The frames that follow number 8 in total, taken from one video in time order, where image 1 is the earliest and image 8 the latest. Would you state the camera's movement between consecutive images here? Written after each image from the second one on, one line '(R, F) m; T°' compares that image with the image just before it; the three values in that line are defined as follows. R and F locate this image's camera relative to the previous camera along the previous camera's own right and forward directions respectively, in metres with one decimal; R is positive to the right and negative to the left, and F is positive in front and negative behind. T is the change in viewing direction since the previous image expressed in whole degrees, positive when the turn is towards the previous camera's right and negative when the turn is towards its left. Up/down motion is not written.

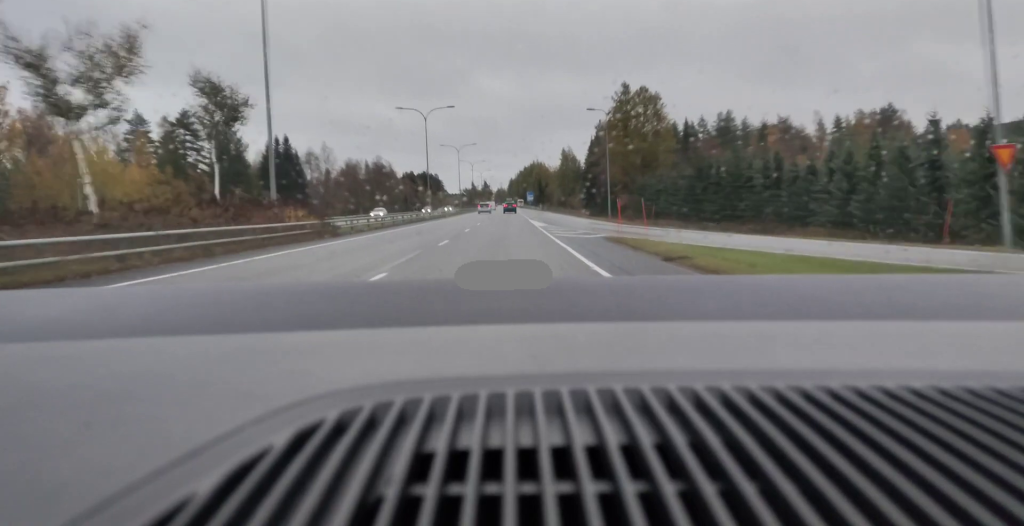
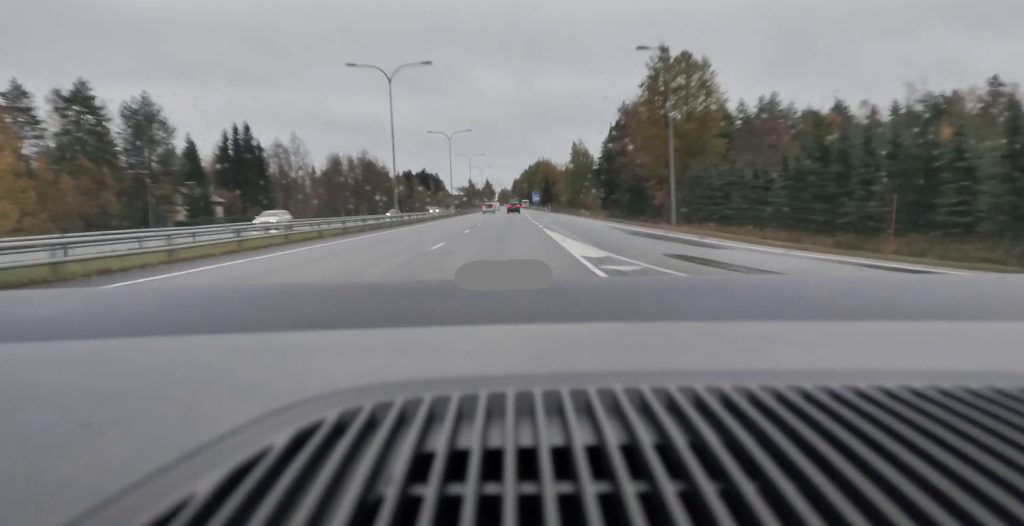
(-0.4, +25.4) m; 0°
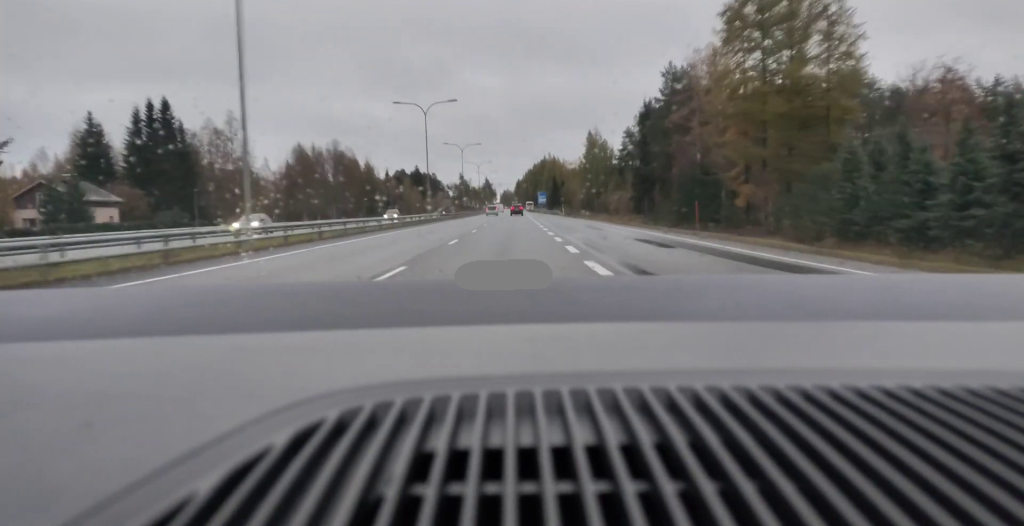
(+0.4, +32.6) m; 0°
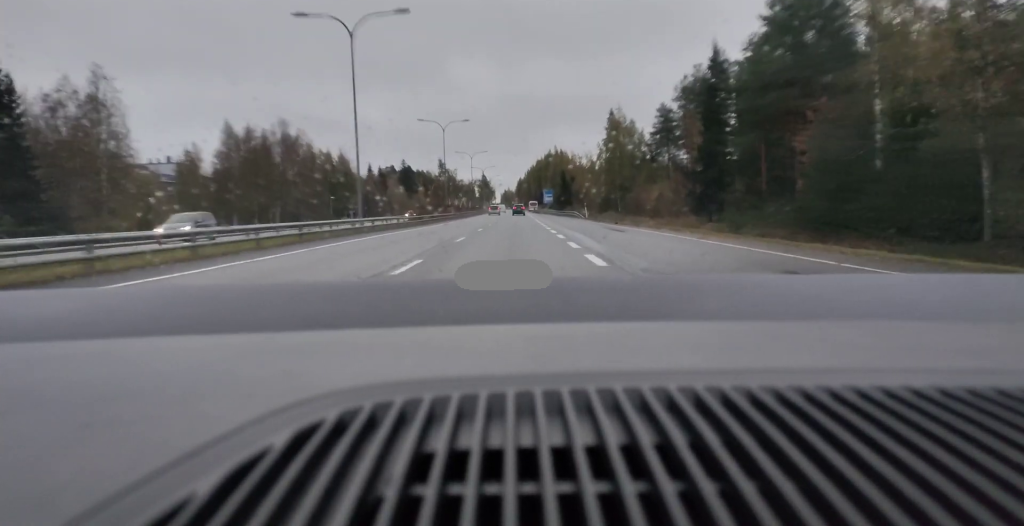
(-0.4, +34.8) m; 0°
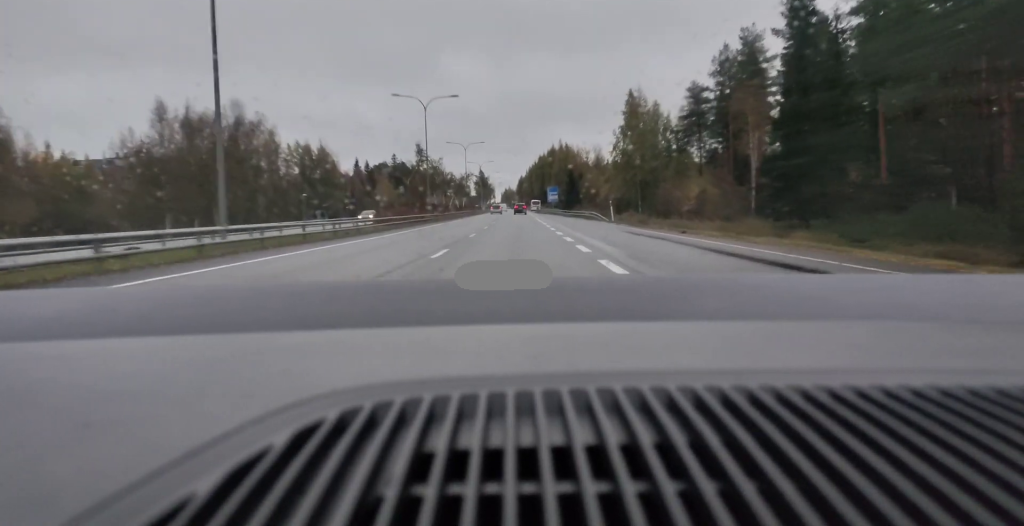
(+0.2, +19.8) m; +1°
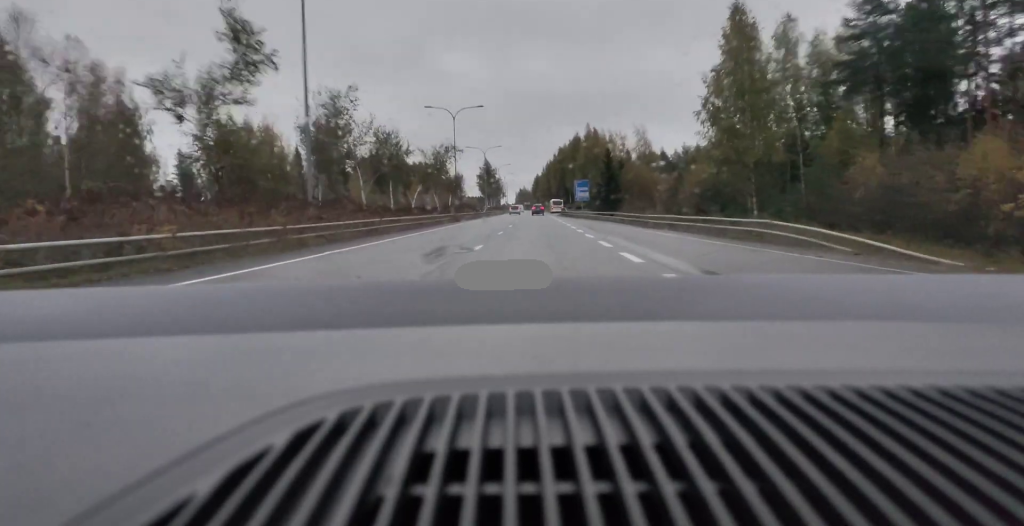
(-1.0, +45.7) m; -2°
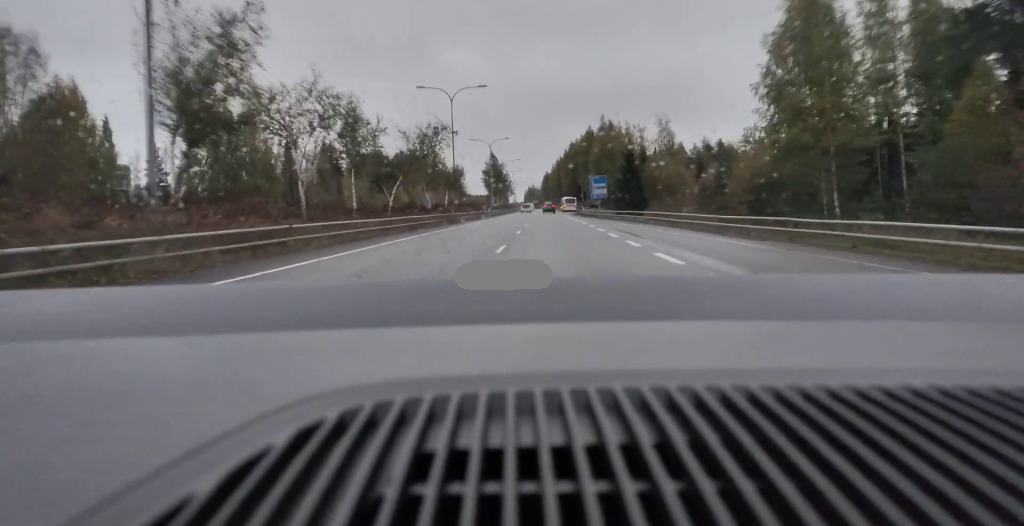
(+0.1, +12.7) m; 0°
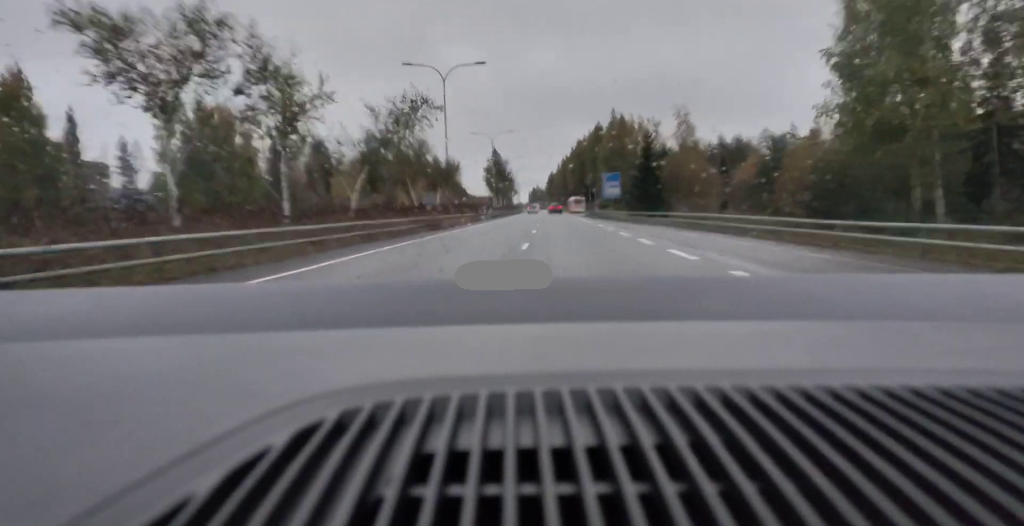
(+0.1, +11.0) m; 0°
